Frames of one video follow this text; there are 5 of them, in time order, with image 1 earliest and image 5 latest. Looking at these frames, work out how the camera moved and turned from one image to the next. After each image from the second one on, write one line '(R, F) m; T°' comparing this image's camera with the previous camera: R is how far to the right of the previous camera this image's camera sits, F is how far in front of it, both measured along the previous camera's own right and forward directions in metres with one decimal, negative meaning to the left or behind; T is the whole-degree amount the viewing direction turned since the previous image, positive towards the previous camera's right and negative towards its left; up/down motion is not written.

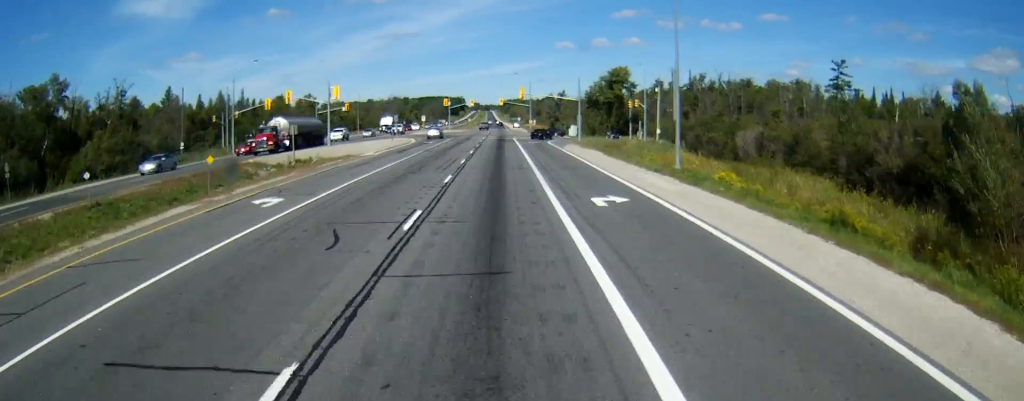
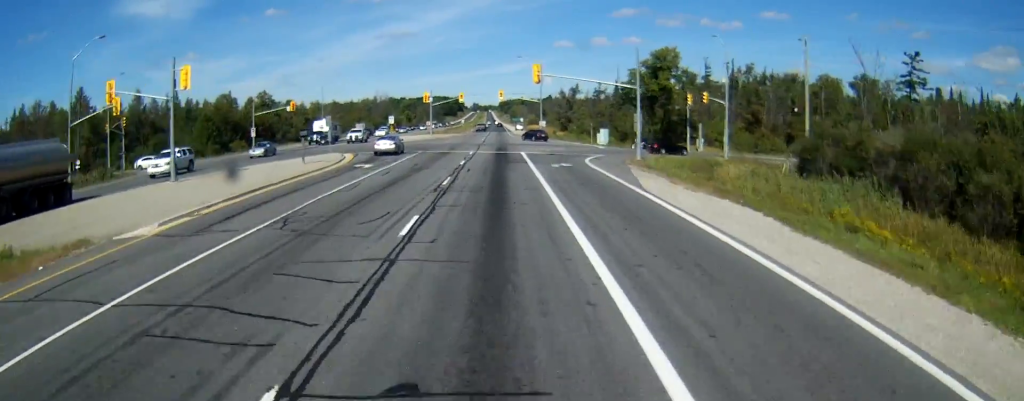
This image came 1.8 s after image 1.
(0.0, +37.1) m; 0°
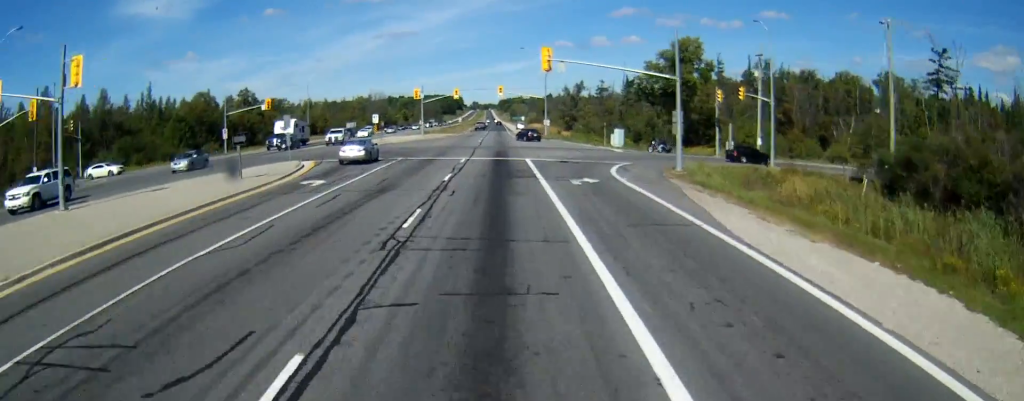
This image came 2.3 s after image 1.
(0.0, +11.3) m; 0°
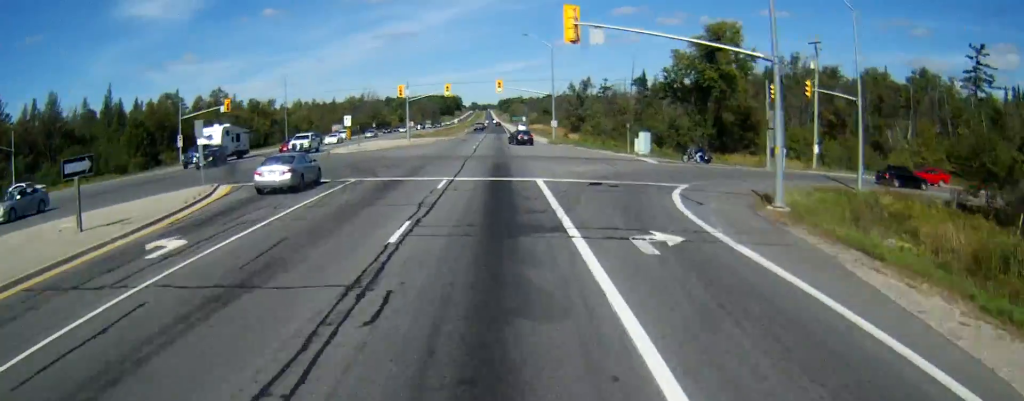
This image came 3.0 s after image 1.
(0.0, +14.1) m; 0°
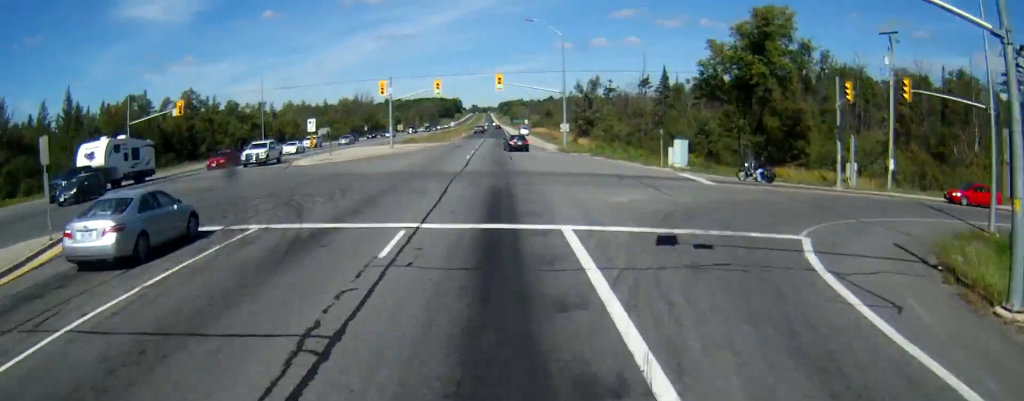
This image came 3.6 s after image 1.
(0.0, +12.7) m; 0°
